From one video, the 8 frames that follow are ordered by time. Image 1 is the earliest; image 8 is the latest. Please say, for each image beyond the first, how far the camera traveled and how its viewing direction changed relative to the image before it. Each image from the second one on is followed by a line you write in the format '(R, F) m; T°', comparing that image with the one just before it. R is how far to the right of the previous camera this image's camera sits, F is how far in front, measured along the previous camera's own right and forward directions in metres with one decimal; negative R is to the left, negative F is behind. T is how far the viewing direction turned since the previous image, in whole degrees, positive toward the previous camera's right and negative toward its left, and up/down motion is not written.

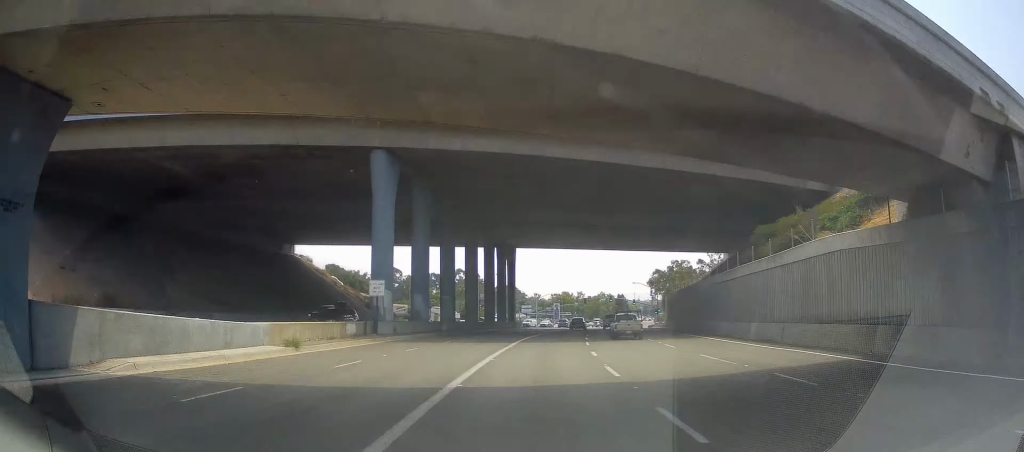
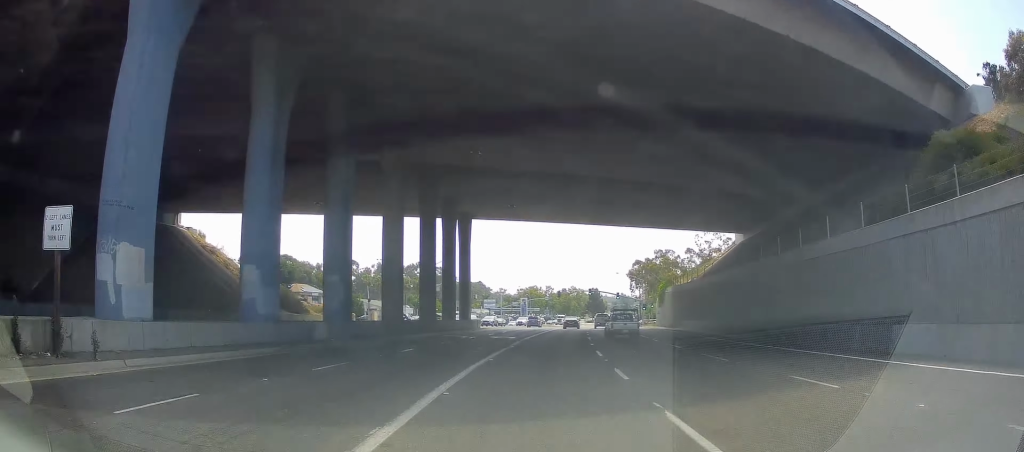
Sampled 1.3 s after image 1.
(+0.2, +21.8) m; +3°
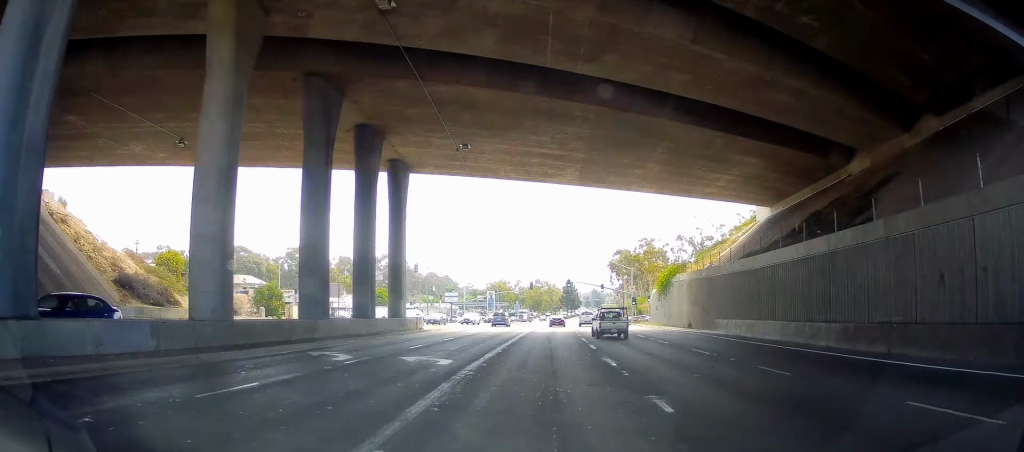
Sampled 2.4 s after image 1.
(+0.7, +18.1) m; +2°
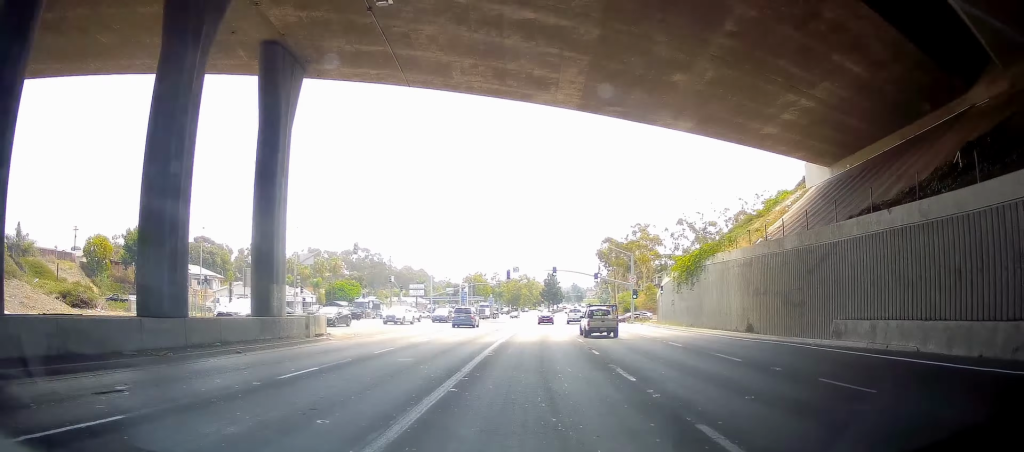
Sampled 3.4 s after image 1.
(+0.3, +17.1) m; +2°
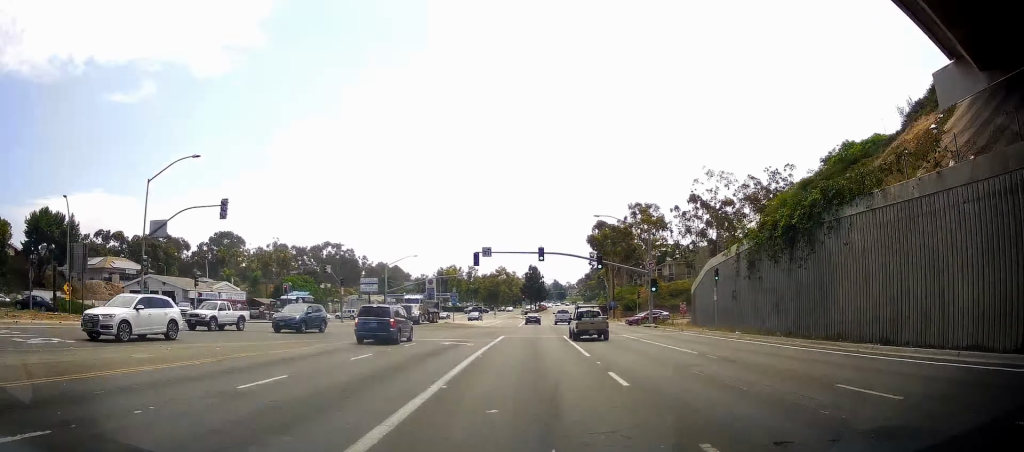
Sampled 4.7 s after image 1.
(+0.3, +21.4) m; +2°
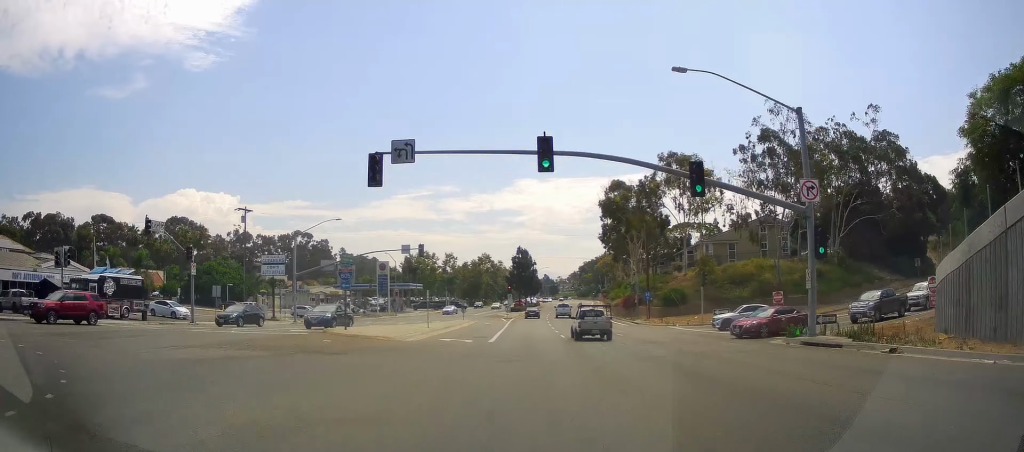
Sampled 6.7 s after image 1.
(+0.8, +33.2) m; +2°
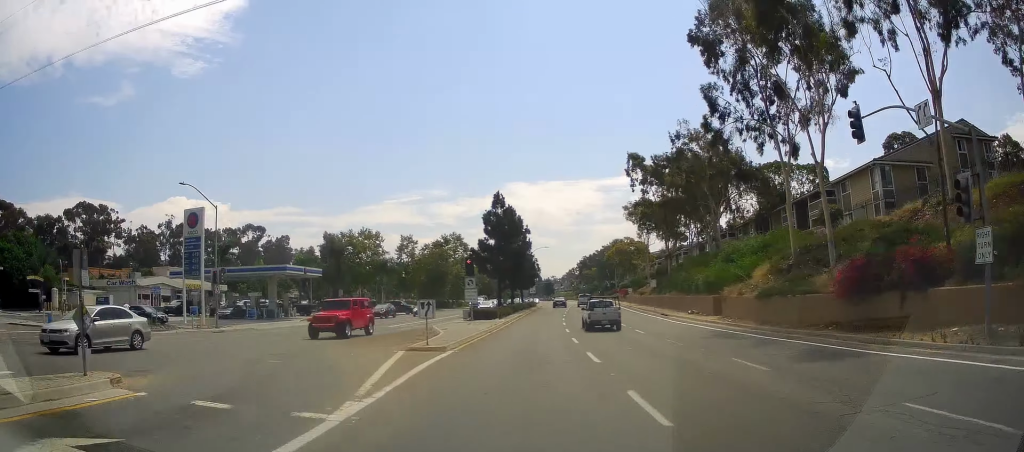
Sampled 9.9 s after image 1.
(+1.3, +54.6) m; +3°
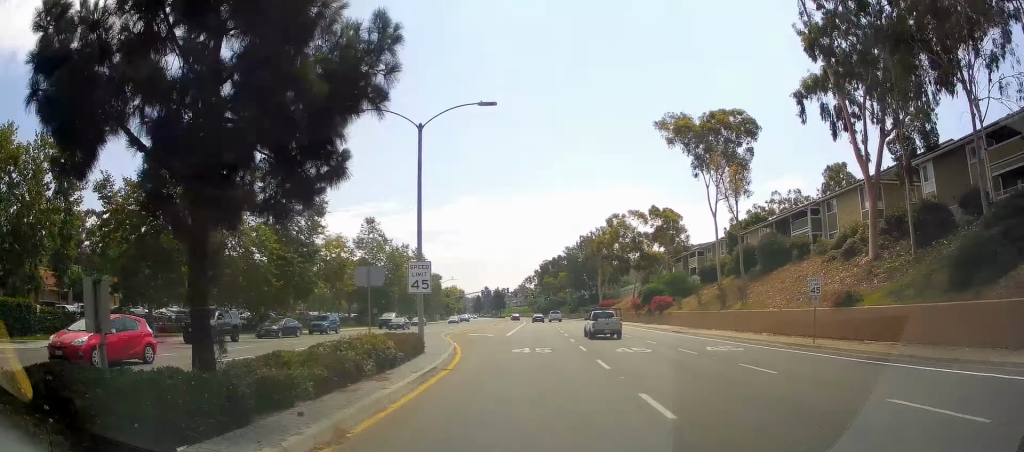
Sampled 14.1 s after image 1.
(+1.0, +75.1) m; +2°
